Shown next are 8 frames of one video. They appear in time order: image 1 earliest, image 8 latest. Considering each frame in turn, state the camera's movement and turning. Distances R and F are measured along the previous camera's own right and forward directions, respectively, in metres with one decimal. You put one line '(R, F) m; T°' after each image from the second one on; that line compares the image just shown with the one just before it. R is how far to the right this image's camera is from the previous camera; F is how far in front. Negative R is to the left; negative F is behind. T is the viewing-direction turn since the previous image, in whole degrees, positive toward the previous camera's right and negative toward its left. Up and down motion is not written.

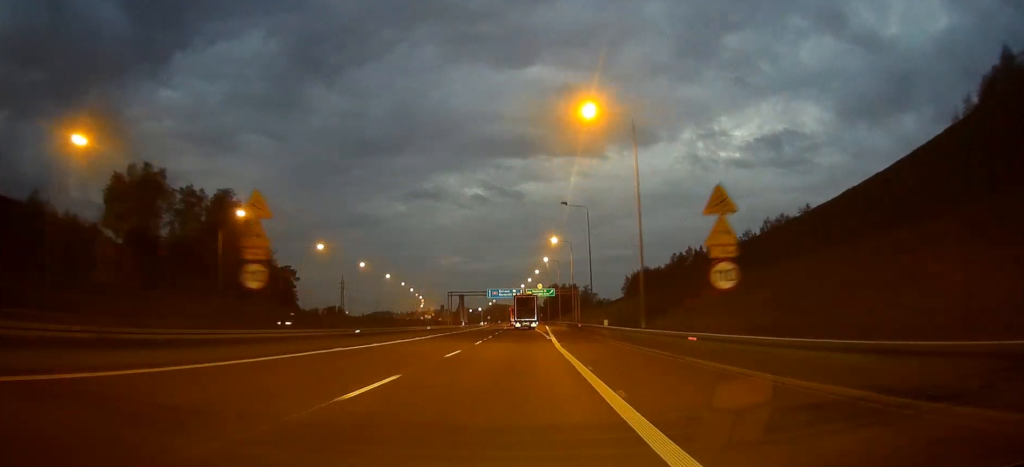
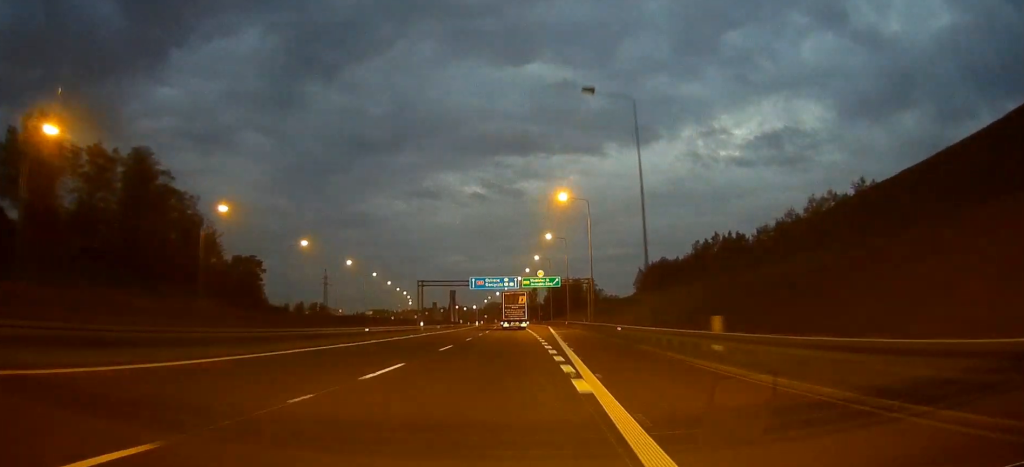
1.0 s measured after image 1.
(-0.1, +33.0) m; 0°
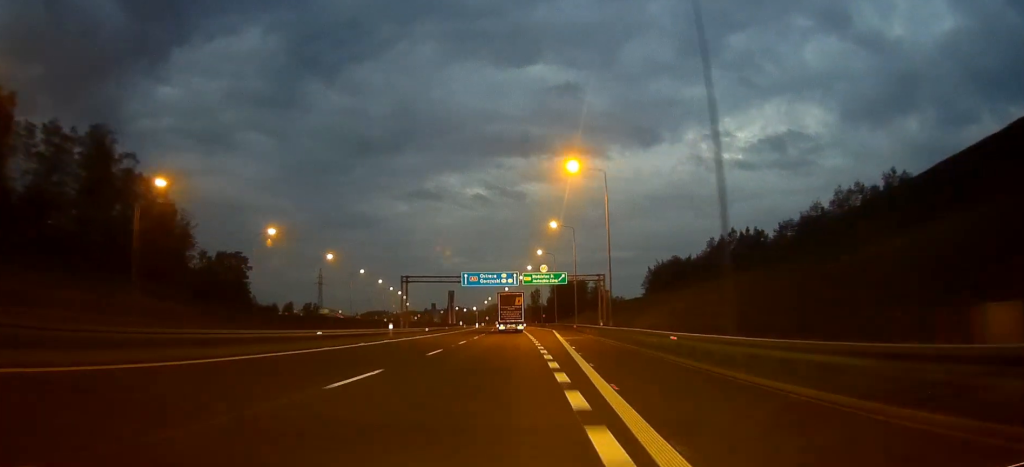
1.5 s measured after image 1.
(0.0, +13.5) m; 0°
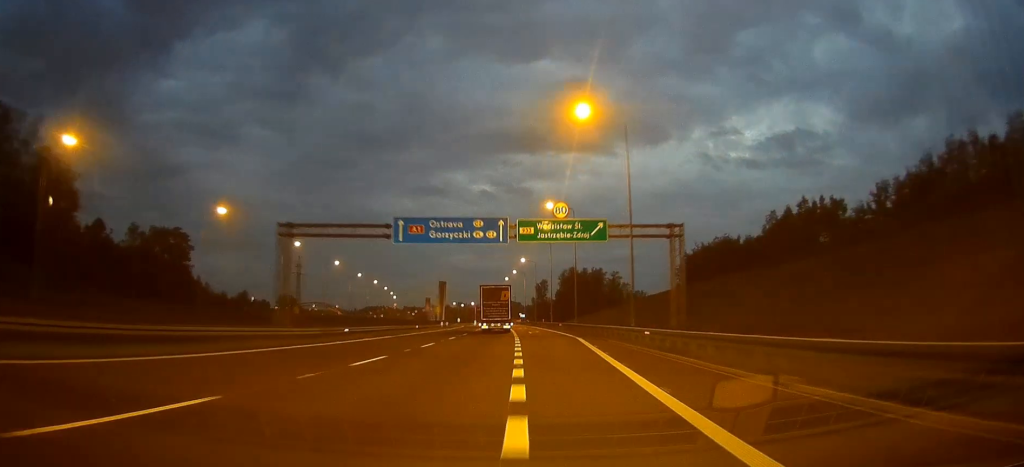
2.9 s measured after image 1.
(-0.2, +43.0) m; -1°
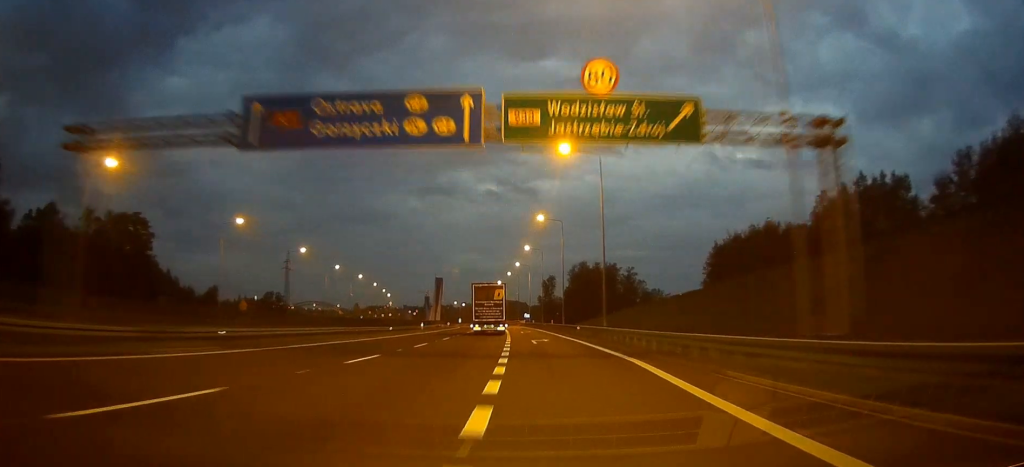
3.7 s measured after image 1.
(-0.1, +22.8) m; -1°
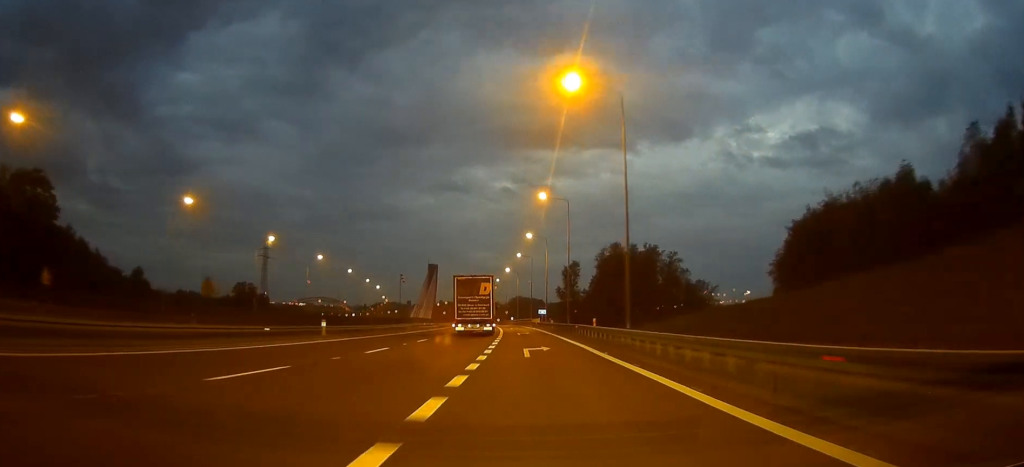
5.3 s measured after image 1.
(-0.4, +42.6) m; -1°
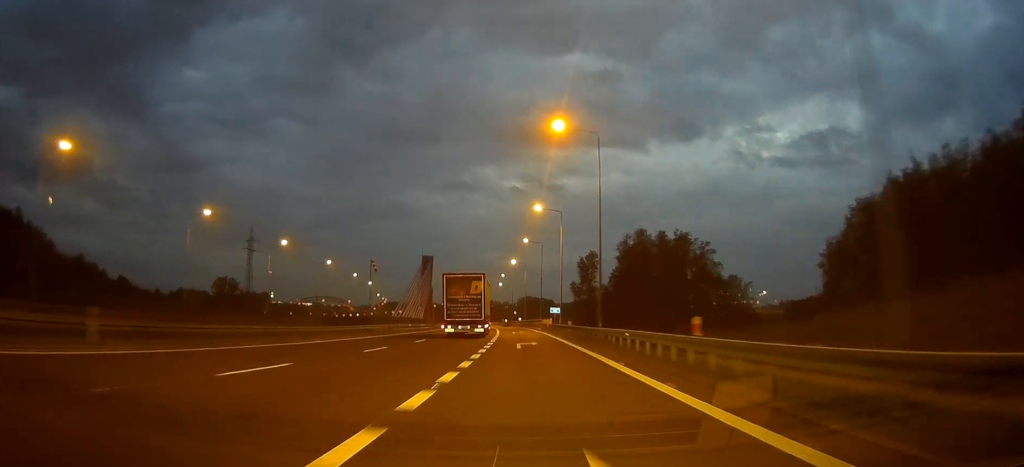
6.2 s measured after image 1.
(-0.2, +23.0) m; -1°
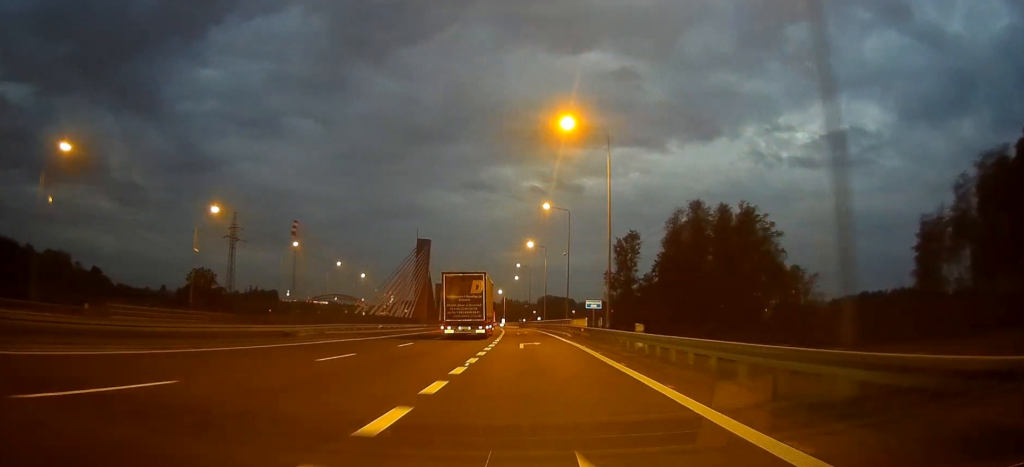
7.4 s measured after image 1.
(-0.2, +30.4) m; -1°
